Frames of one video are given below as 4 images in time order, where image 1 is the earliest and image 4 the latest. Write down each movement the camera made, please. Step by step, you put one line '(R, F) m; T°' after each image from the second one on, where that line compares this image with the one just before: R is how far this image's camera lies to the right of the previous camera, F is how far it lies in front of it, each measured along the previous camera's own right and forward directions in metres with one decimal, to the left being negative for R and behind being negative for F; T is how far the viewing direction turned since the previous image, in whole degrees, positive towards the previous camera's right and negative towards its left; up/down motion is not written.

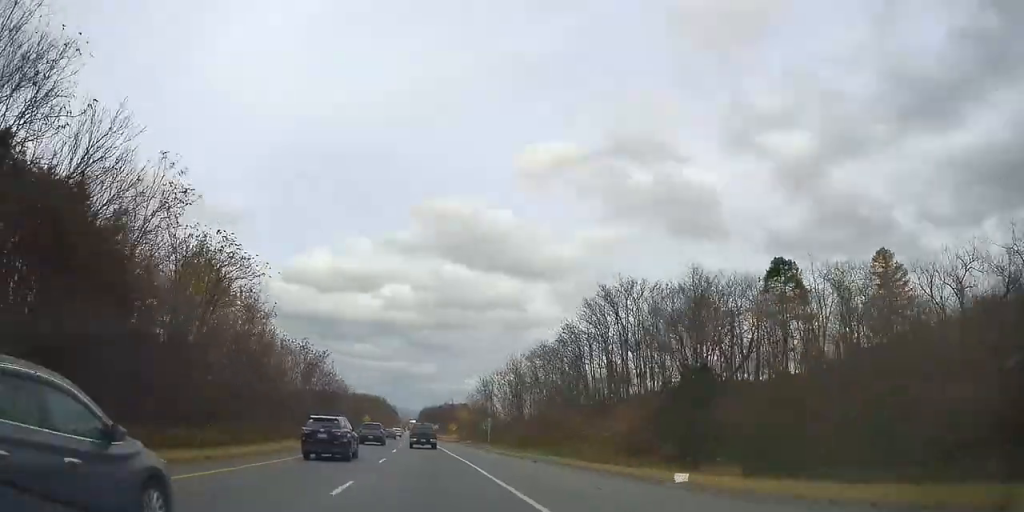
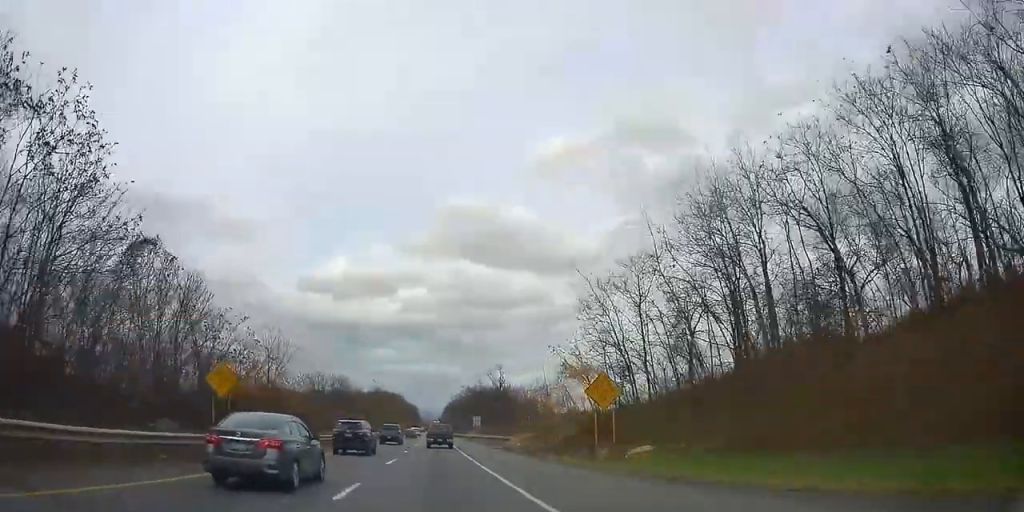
(-5.5, +86.3) m; -6°
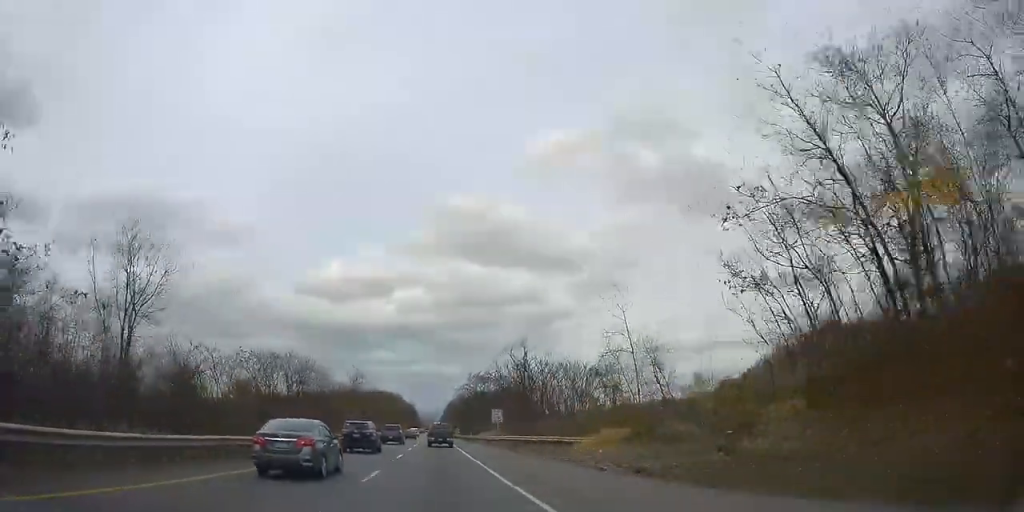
(0.0, +31.7) m; 0°
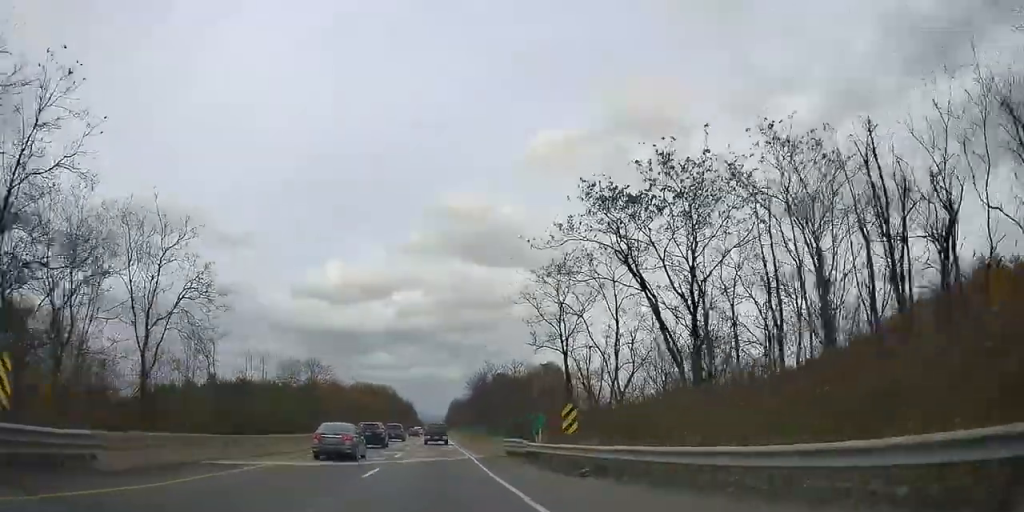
(-0.1, +84.7) m; -1°
